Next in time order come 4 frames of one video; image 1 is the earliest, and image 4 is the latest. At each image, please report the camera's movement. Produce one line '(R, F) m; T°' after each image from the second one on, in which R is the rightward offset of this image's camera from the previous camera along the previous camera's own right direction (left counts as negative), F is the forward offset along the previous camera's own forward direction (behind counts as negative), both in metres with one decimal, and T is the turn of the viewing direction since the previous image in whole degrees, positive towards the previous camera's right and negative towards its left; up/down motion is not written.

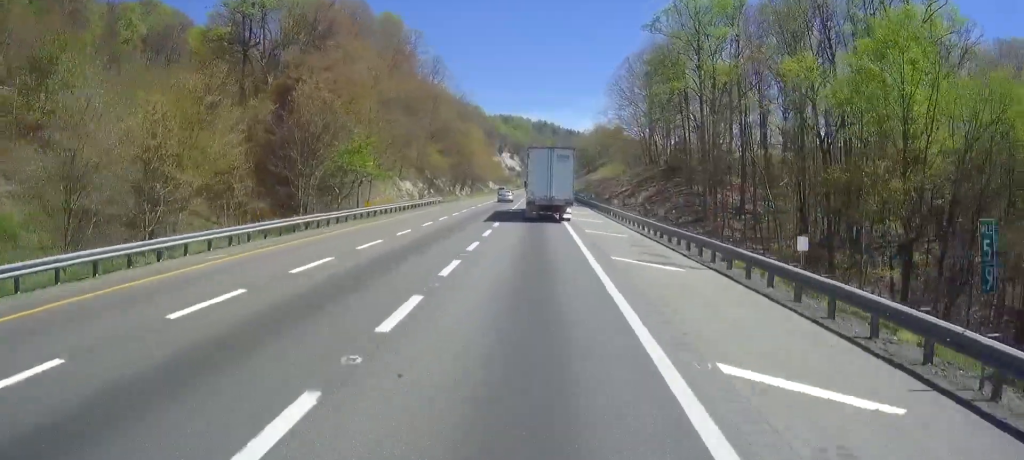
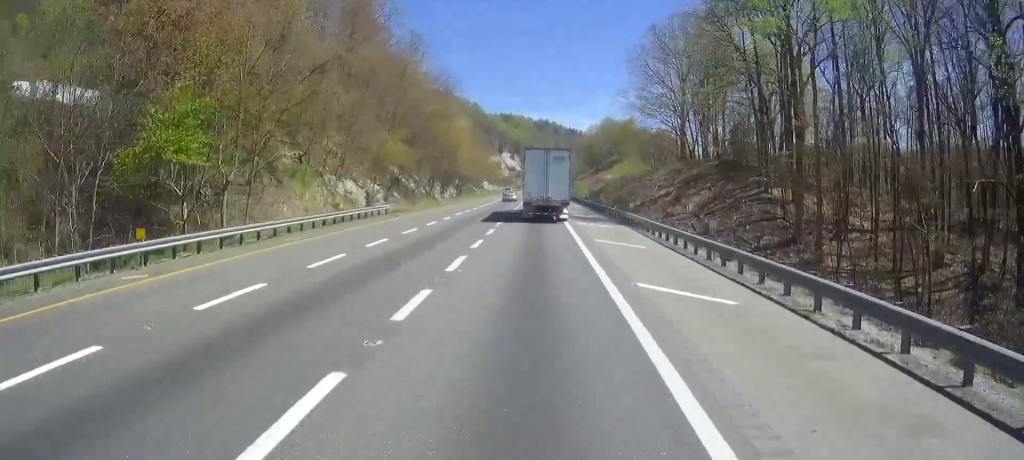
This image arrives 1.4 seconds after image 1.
(-0.3, +30.1) m; 0°
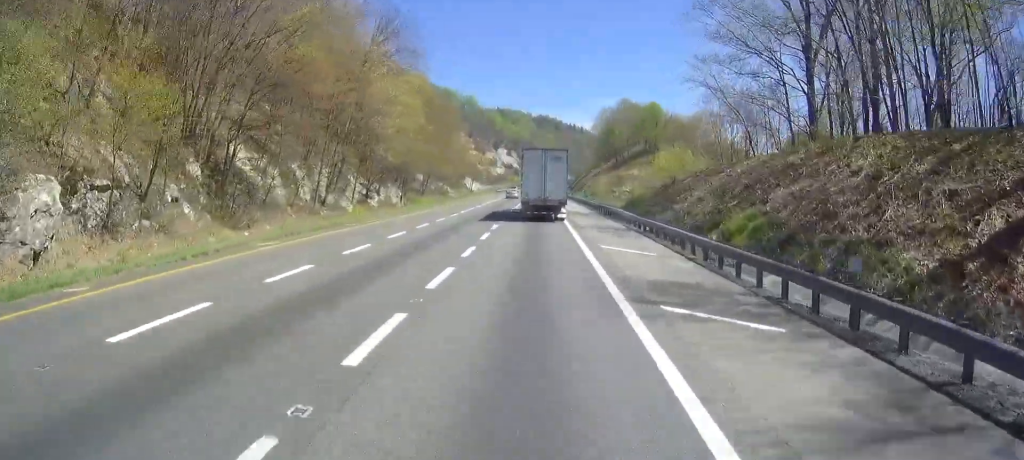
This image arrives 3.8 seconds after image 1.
(+2.7, +52.7) m; +5°
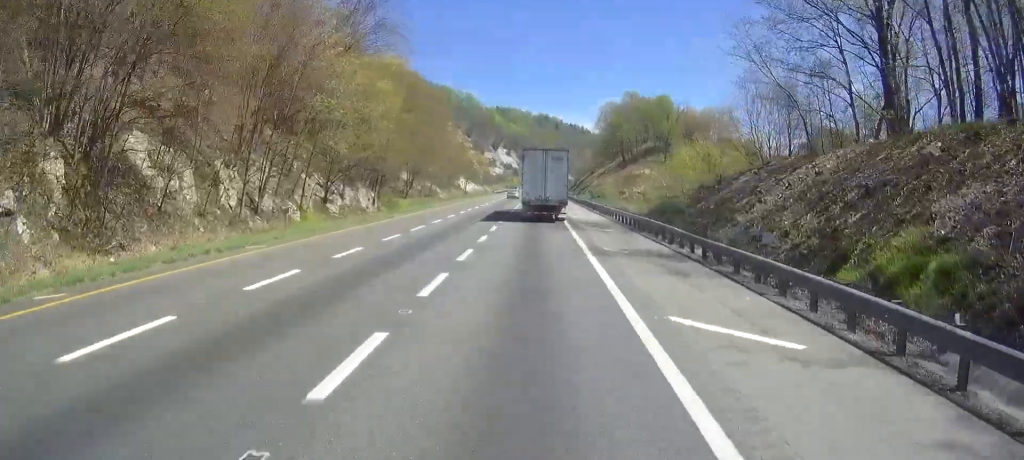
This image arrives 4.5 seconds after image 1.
(0.0, +13.7) m; 0°
